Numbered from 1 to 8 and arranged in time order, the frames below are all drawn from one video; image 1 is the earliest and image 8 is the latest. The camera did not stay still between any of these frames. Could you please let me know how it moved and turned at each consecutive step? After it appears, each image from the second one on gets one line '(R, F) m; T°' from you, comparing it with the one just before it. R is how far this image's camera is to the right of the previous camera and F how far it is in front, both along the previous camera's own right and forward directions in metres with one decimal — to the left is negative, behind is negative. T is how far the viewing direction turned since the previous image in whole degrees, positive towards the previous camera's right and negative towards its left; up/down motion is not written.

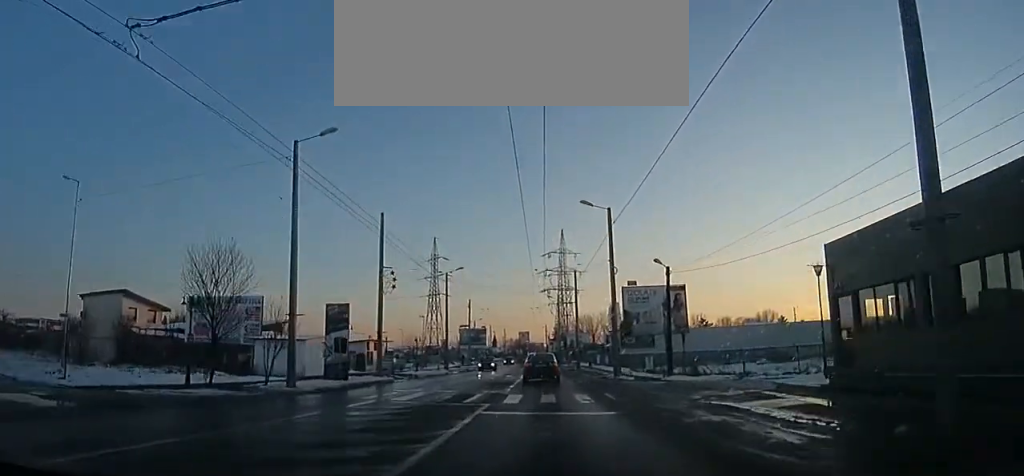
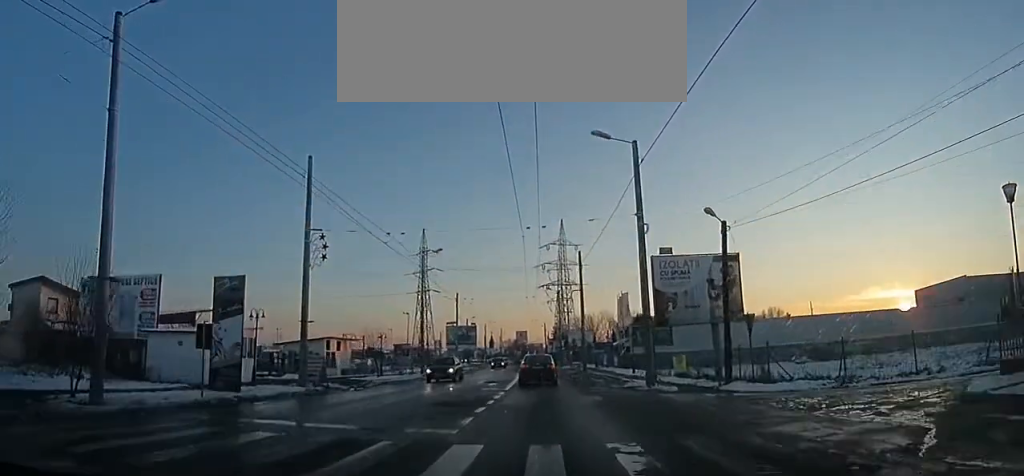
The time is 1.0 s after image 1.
(+0.1, +9.5) m; +1°
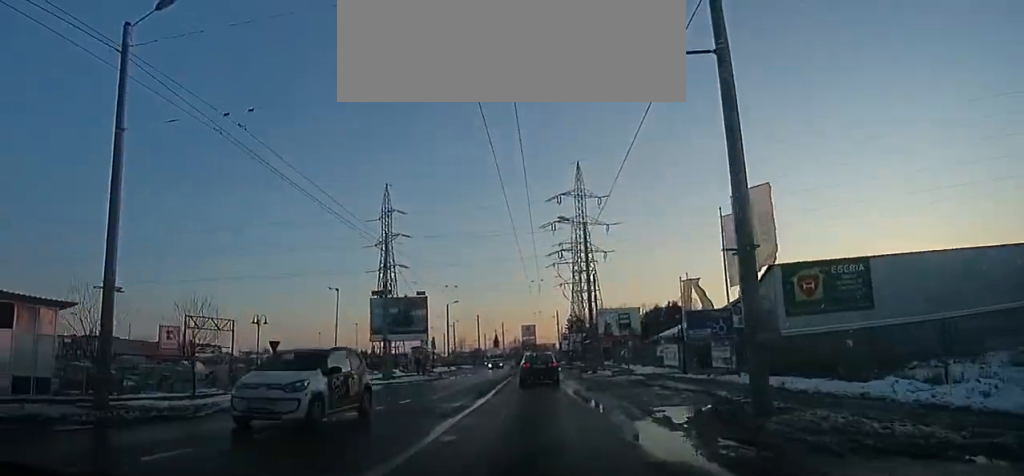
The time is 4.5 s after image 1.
(+0.7, +32.5) m; 0°
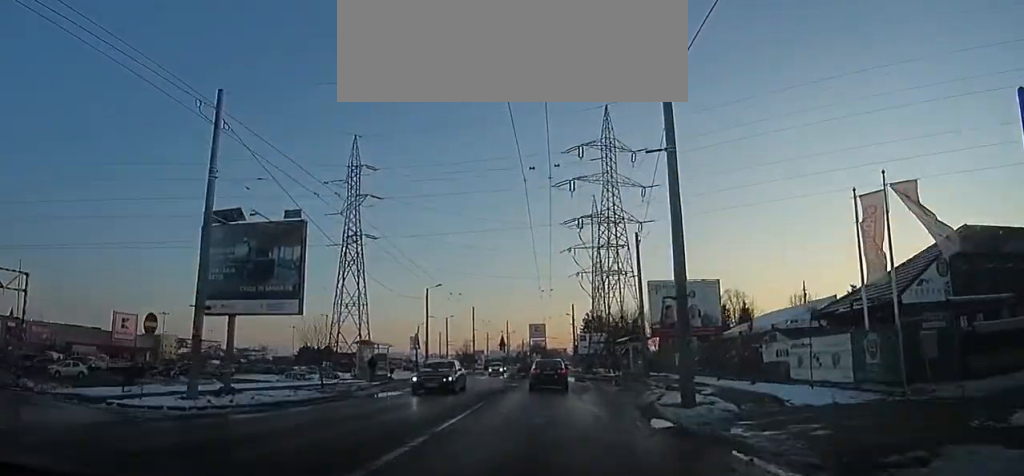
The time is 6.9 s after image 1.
(-0.8, +21.0) m; -4°
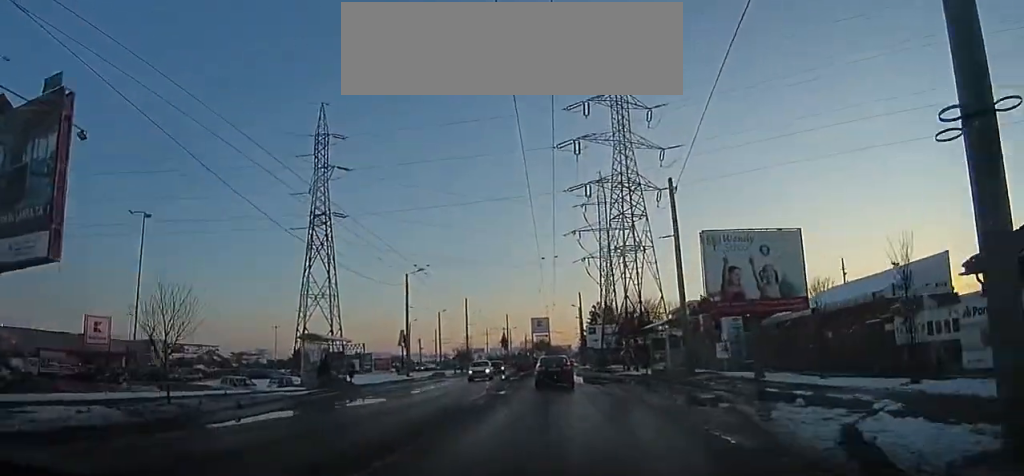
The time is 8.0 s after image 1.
(-0.2, +9.8) m; -2°
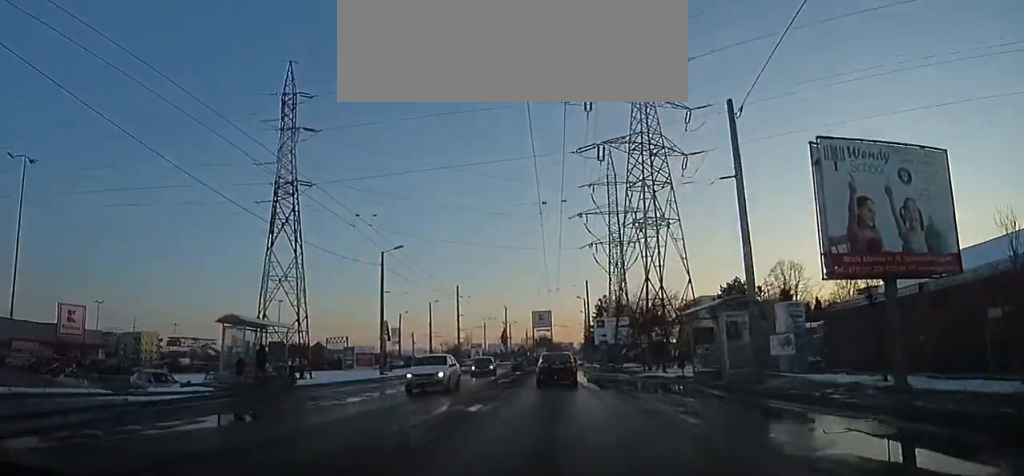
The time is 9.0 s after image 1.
(-0.1, +7.8) m; +1°
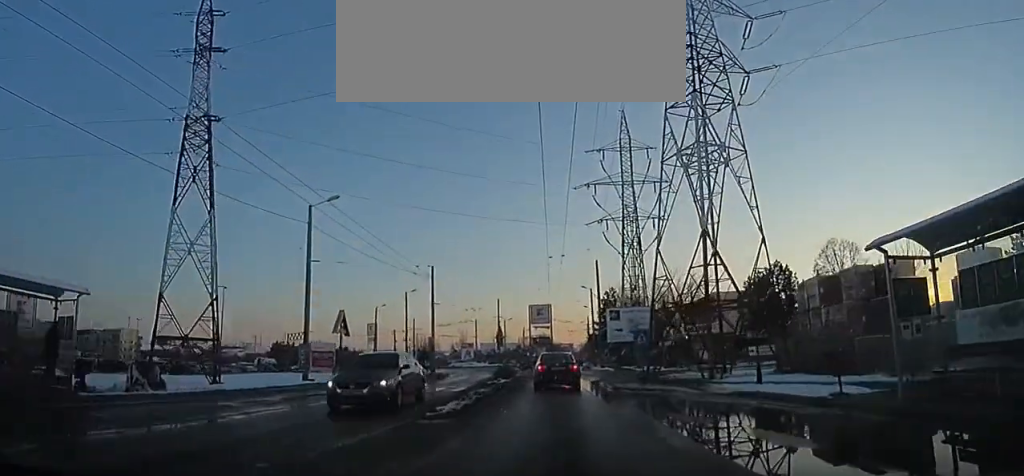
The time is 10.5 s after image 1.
(0.0, +12.0) m; +2°
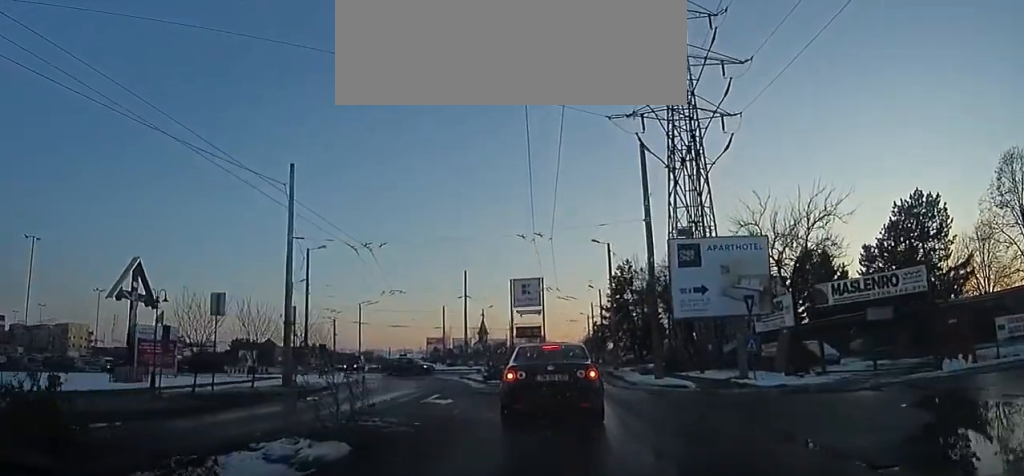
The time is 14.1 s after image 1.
(+0.7, +23.2) m; -4°
